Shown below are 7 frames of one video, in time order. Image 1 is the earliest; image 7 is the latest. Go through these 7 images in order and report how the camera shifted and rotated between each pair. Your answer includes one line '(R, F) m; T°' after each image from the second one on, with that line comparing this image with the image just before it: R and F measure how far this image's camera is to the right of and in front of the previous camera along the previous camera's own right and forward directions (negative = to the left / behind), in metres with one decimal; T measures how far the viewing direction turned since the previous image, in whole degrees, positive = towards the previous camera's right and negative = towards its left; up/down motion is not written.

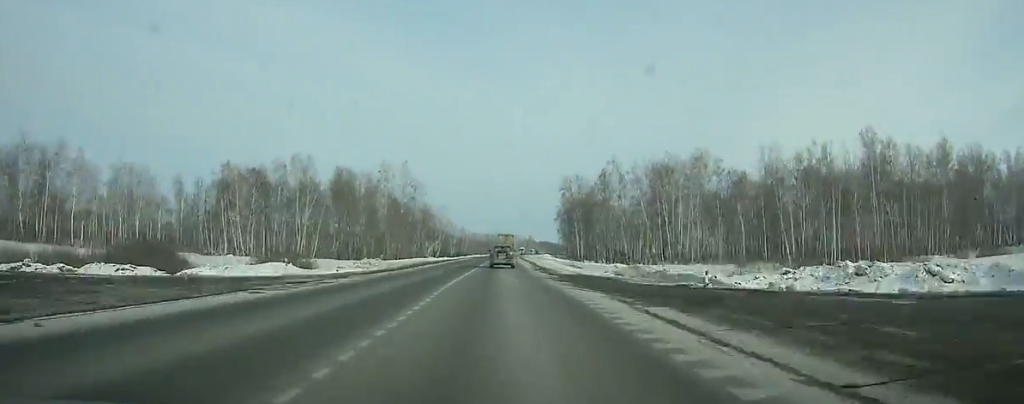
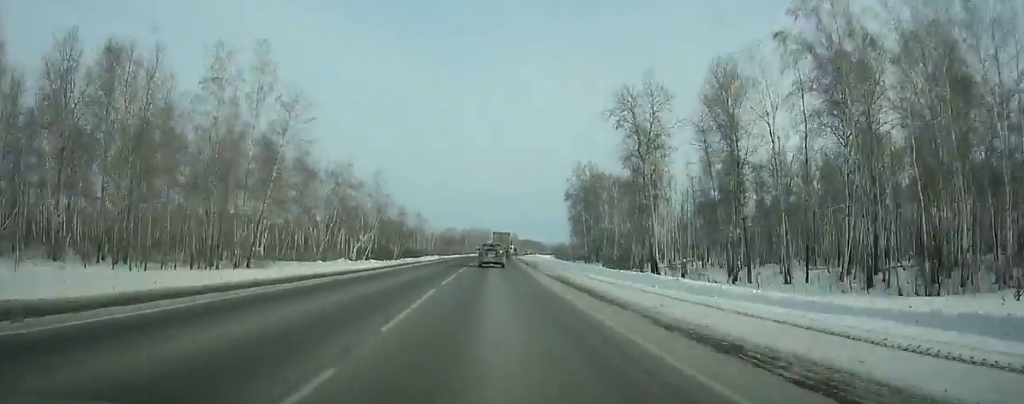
(+1.1, +91.9) m; +2°
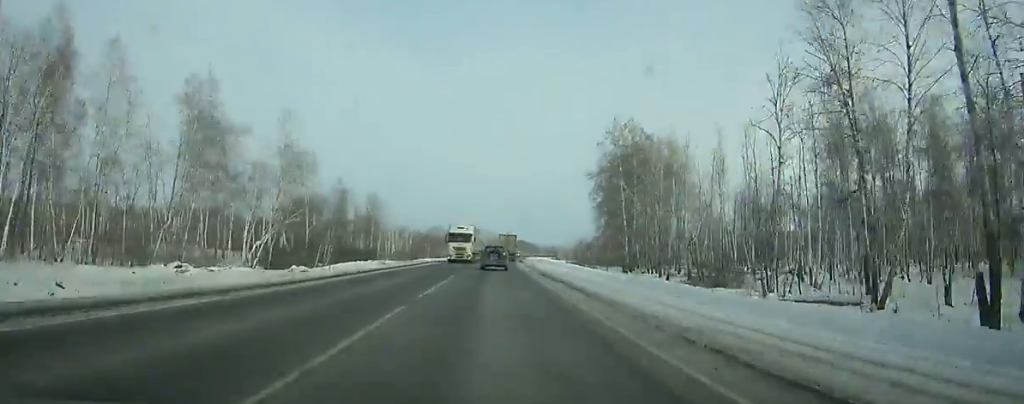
(+0.5, +53.6) m; +1°
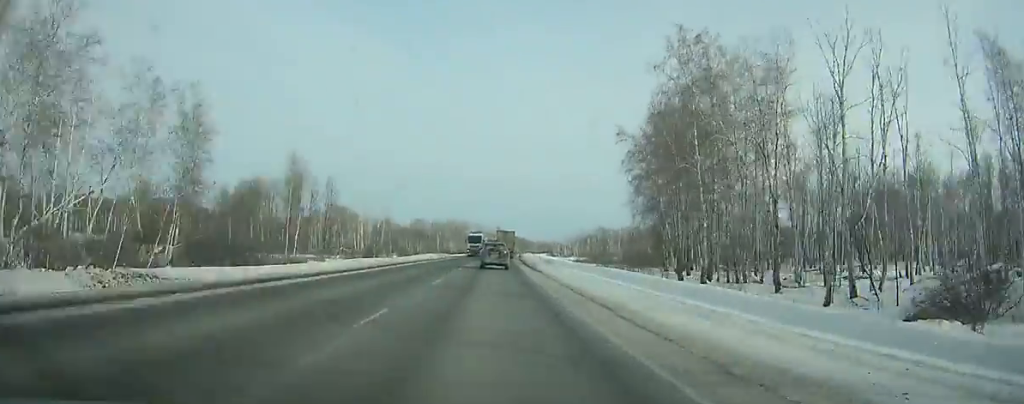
(0.0, +40.8) m; +1°
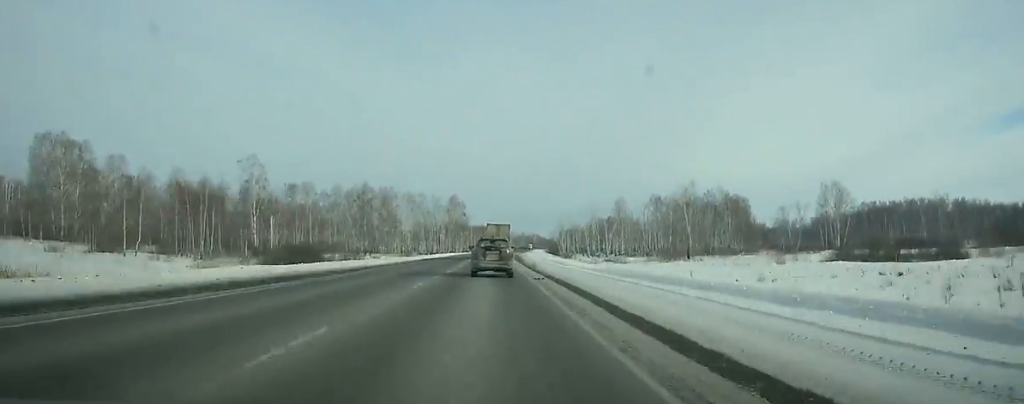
(+7.1, +216.8) m; +3°
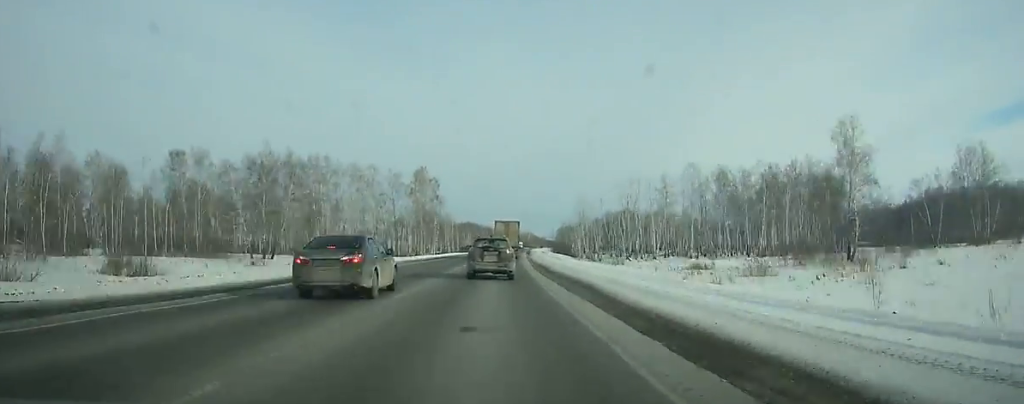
(+0.4, +74.3) m; +1°
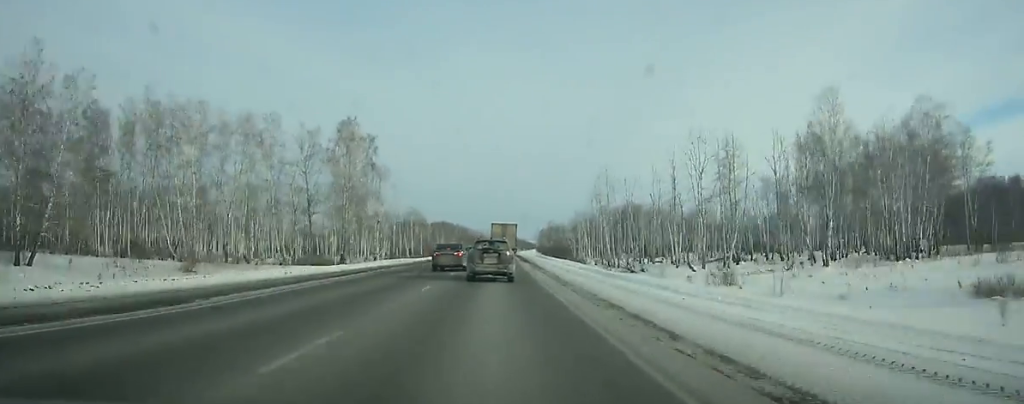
(+1.0, +56.3) m; +1°
